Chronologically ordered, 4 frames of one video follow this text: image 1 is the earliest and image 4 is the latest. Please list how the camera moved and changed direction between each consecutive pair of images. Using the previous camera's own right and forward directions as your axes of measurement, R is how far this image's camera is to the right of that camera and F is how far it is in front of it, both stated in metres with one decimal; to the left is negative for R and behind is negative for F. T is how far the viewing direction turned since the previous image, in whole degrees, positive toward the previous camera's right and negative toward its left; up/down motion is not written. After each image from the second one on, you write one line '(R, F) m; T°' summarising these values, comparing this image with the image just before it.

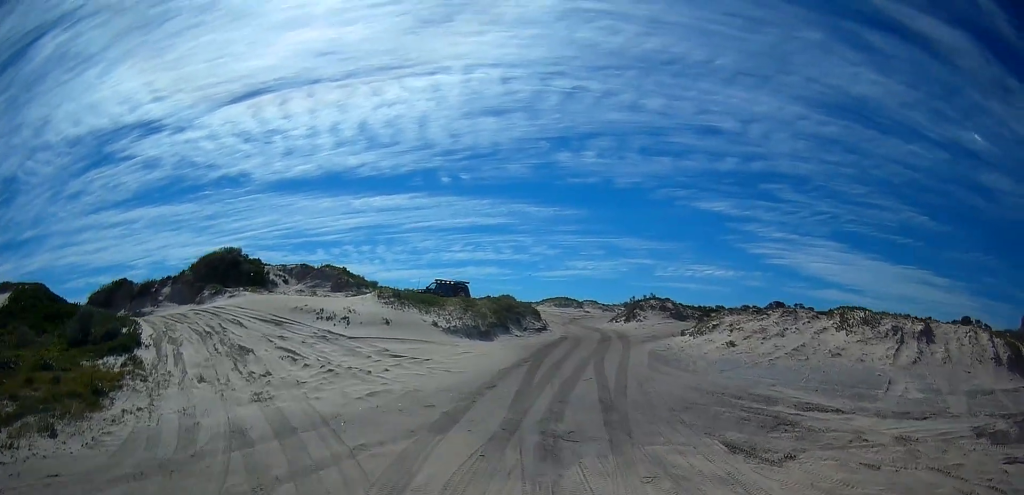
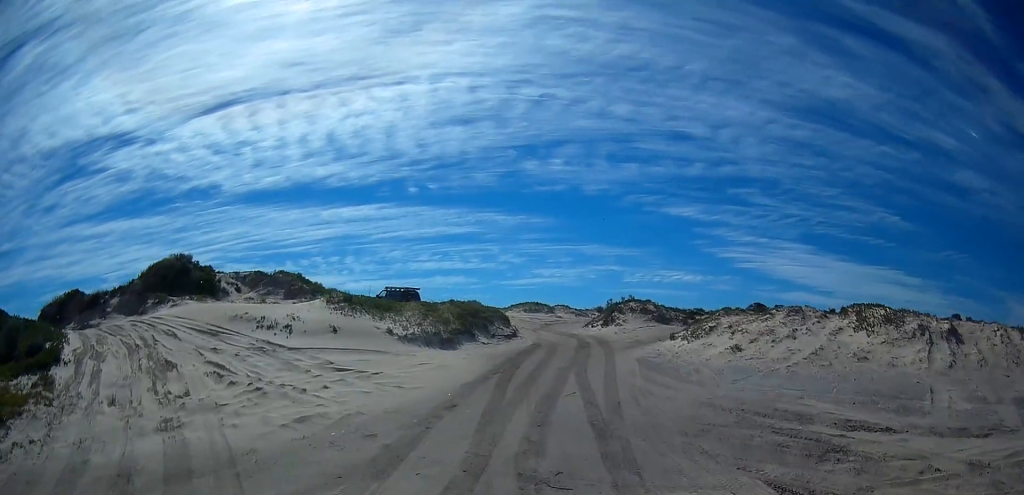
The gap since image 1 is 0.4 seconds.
(+0.1, +2.3) m; +3°
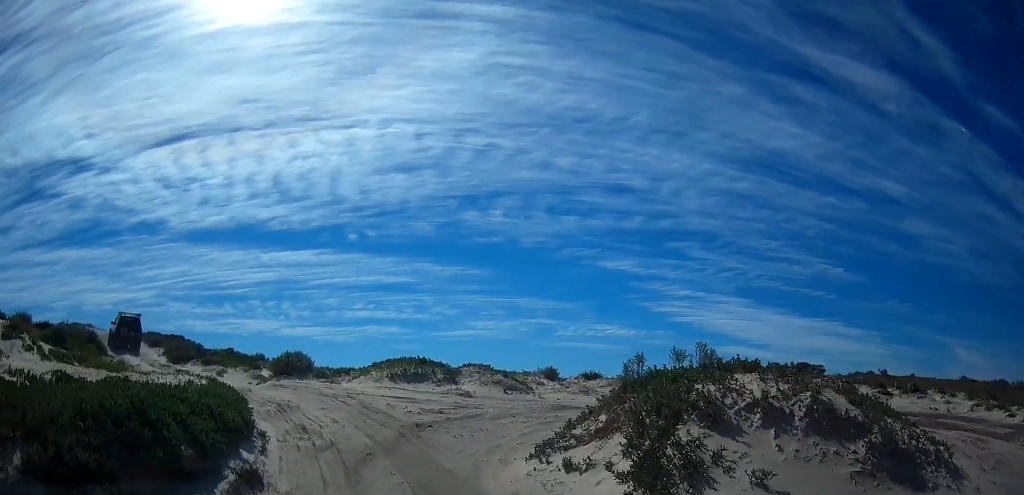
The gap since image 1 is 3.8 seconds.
(+1.4, +19.6) m; -6°
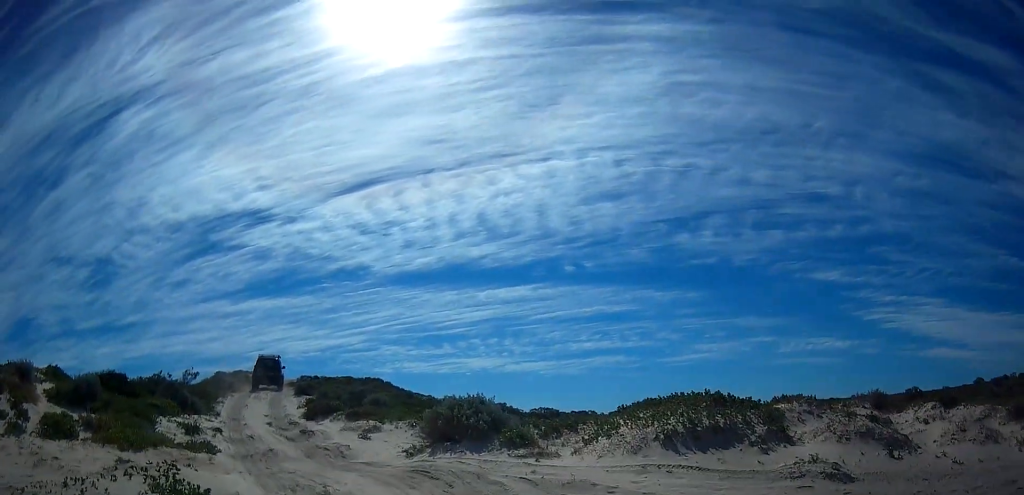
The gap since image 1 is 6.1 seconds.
(-0.8, +9.3) m; -16°
